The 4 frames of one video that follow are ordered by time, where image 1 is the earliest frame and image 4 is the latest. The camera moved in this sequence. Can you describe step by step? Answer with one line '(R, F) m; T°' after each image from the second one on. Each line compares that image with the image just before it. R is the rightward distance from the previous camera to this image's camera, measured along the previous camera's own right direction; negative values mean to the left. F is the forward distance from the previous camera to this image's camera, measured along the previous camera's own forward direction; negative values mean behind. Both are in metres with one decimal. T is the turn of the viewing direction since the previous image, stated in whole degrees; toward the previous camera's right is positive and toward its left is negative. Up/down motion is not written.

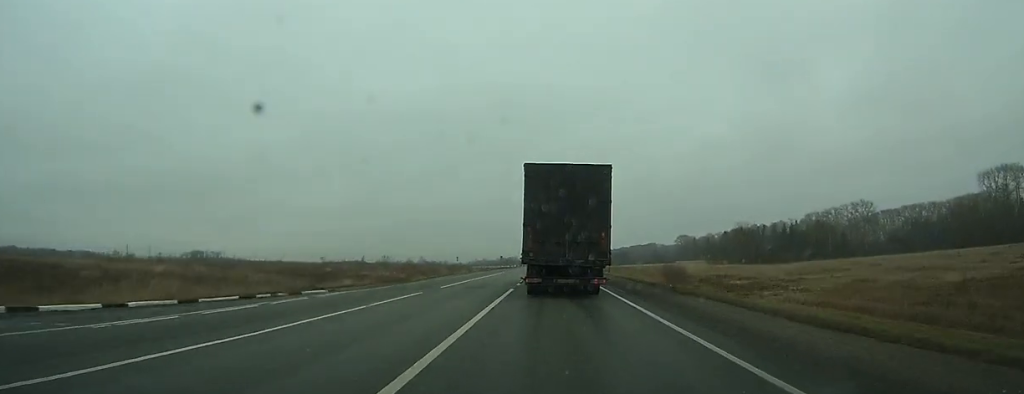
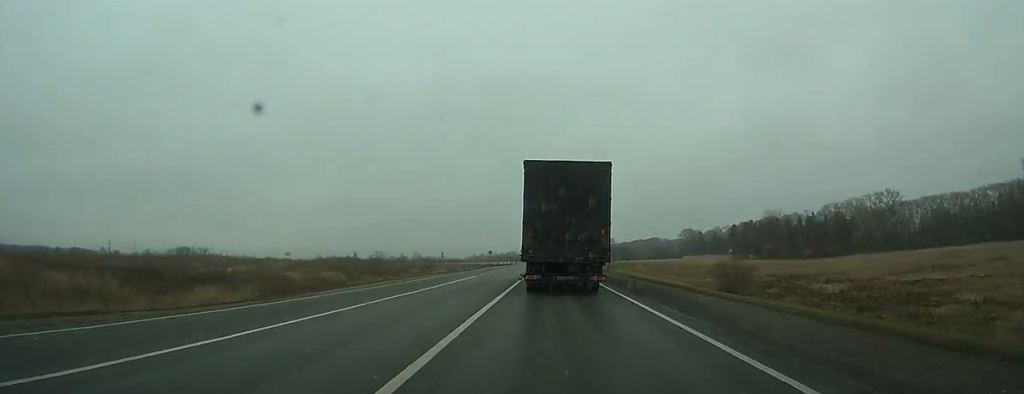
(0.0, +24.3) m; 0°
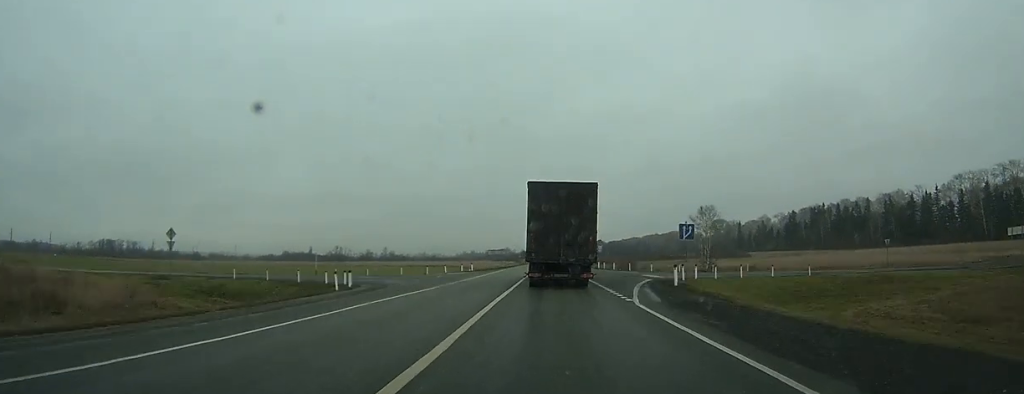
(+1.0, +124.5) m; +1°
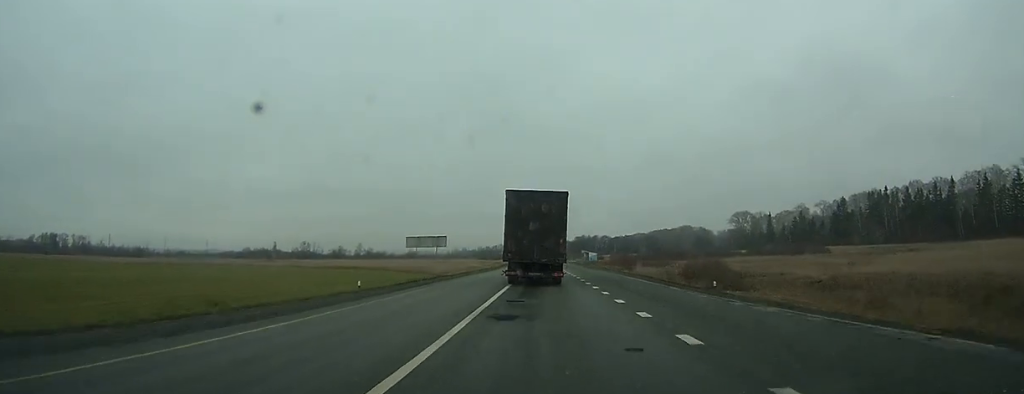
(-0.1, +64.8) m; 0°
